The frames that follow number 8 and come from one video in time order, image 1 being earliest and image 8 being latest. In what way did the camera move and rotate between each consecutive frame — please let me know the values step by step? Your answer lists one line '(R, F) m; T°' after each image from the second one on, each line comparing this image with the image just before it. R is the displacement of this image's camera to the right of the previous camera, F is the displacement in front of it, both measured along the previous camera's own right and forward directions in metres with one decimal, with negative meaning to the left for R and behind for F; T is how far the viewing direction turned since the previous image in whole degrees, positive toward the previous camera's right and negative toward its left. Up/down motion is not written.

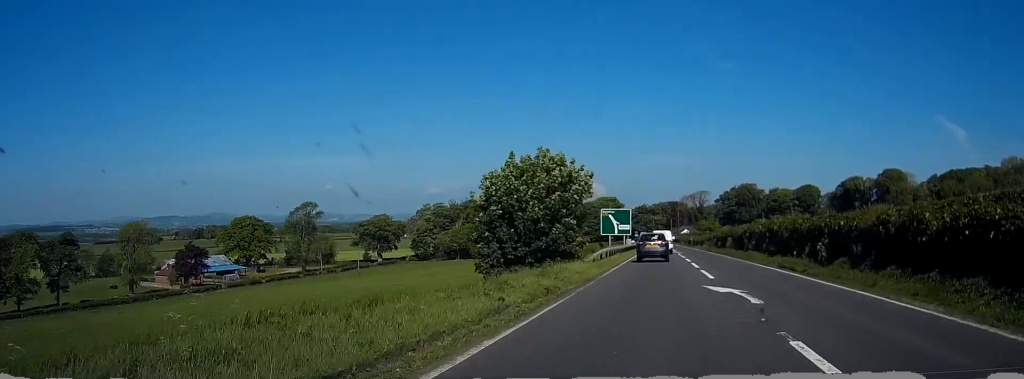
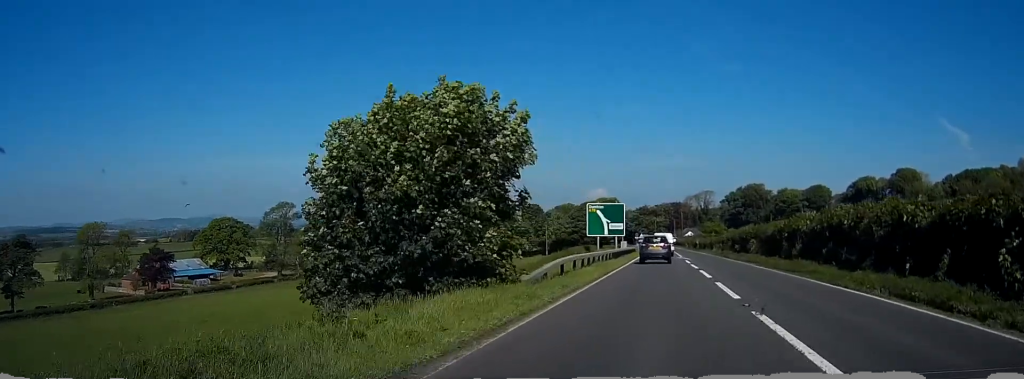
(0.0, +16.5) m; 0°
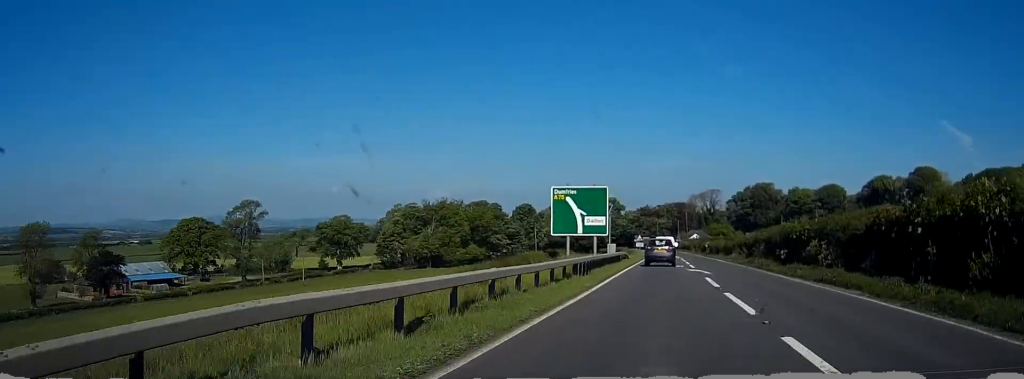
(-0.1, +20.8) m; 0°
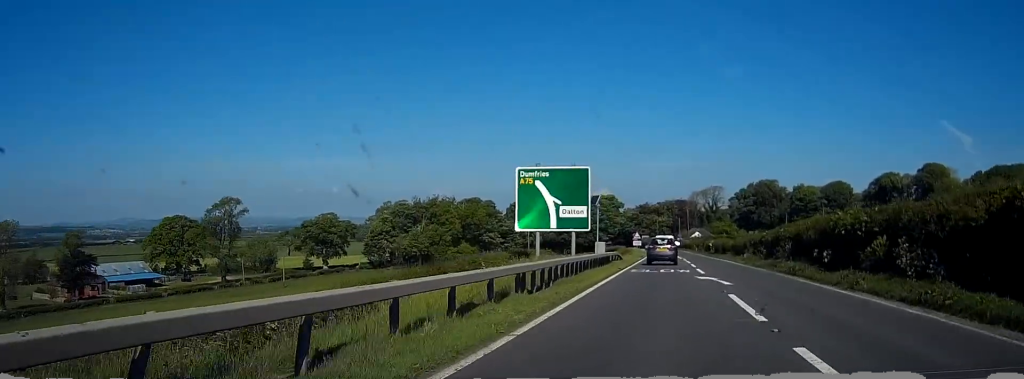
(0.0, +9.9) m; 0°
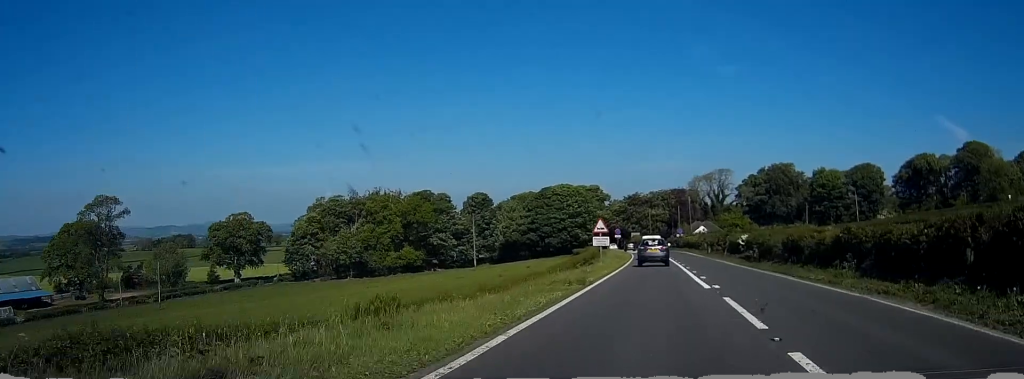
(-0.1, +45.7) m; 0°
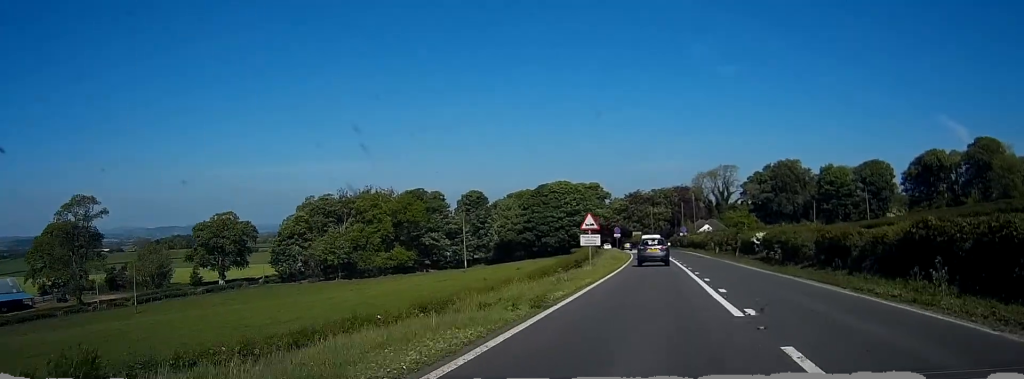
(0.0, +7.8) m; 0°
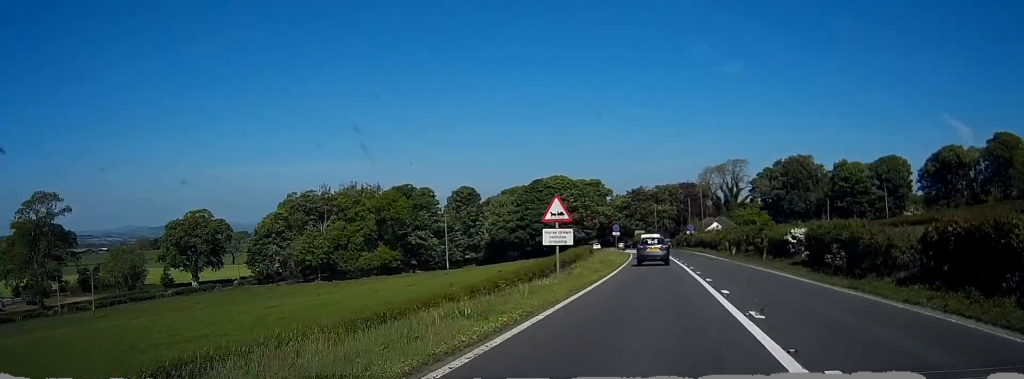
(0.0, +12.5) m; 0°
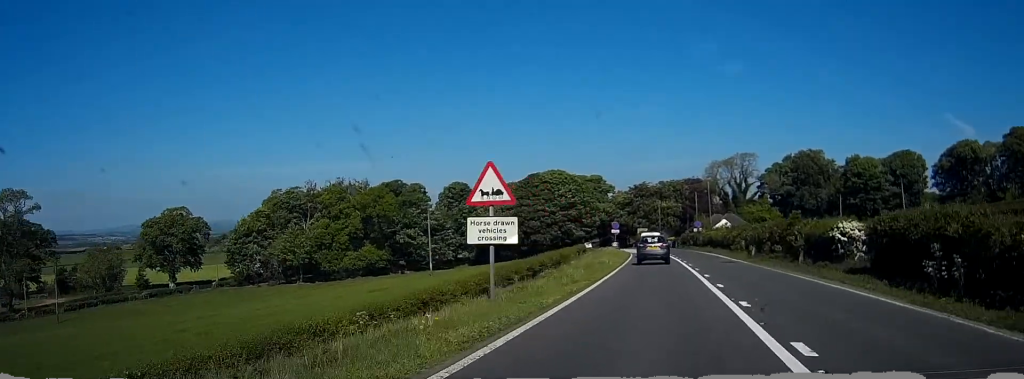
(0.0, +9.8) m; 0°
